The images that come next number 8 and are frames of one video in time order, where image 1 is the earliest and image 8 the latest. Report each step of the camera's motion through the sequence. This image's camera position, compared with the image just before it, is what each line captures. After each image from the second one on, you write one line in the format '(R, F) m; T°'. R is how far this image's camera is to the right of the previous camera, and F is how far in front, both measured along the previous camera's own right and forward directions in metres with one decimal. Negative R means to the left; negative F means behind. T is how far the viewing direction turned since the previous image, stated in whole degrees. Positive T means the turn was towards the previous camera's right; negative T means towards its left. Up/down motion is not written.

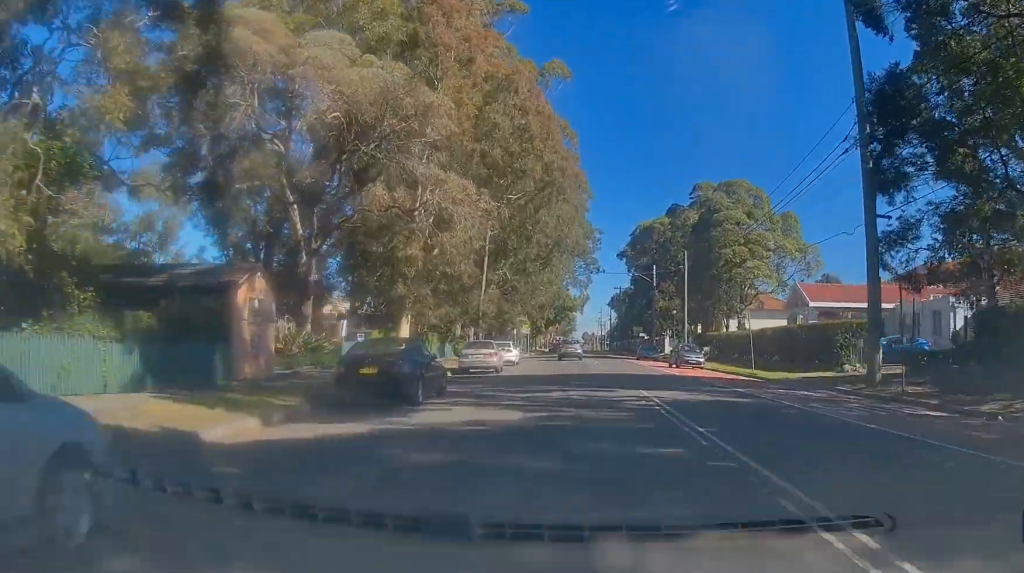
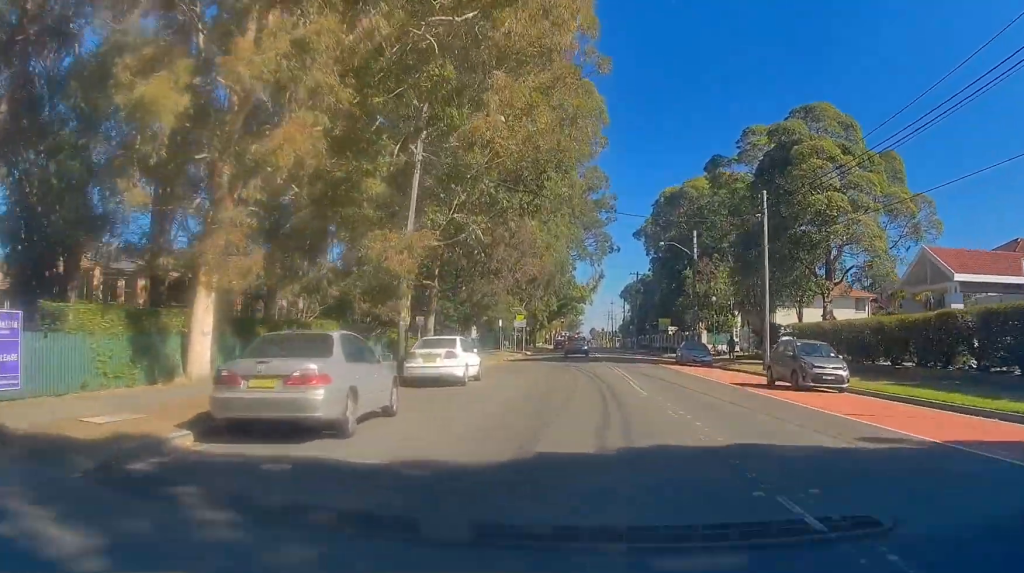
(0.0, +20.9) m; 0°
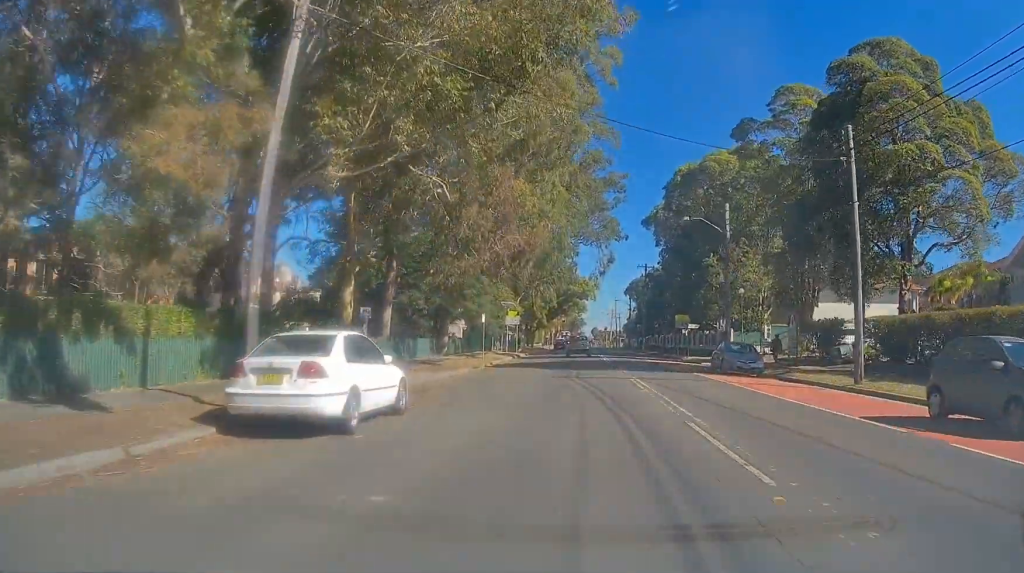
(-0.1, +10.5) m; 0°
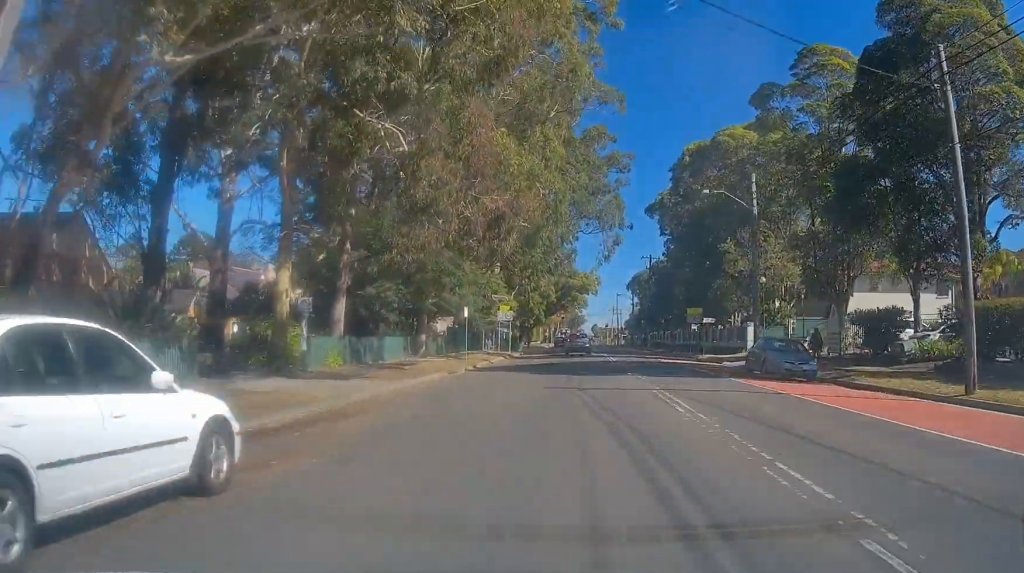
(-0.1, +6.7) m; 0°
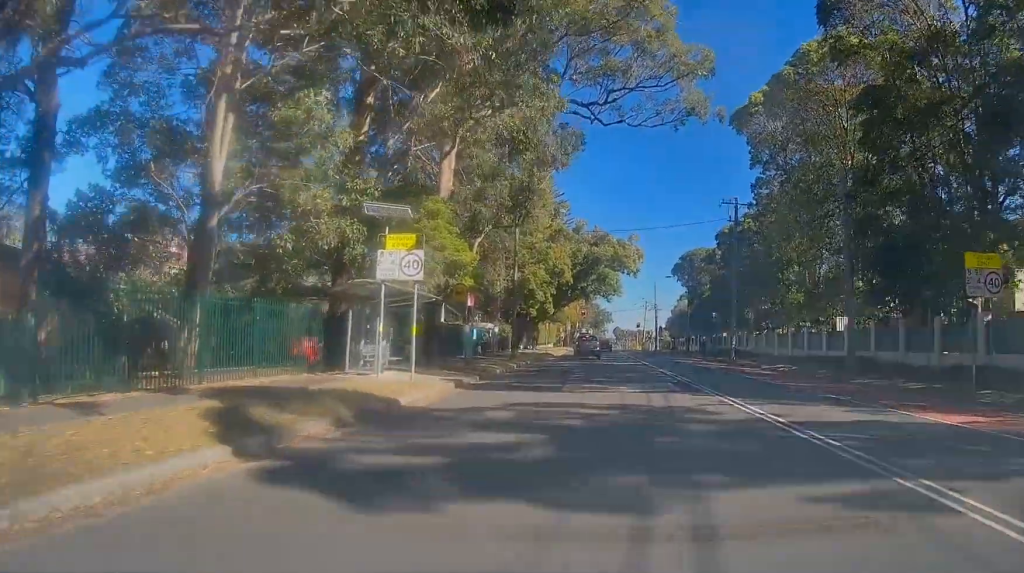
(-0.1, +38.4) m; 0°
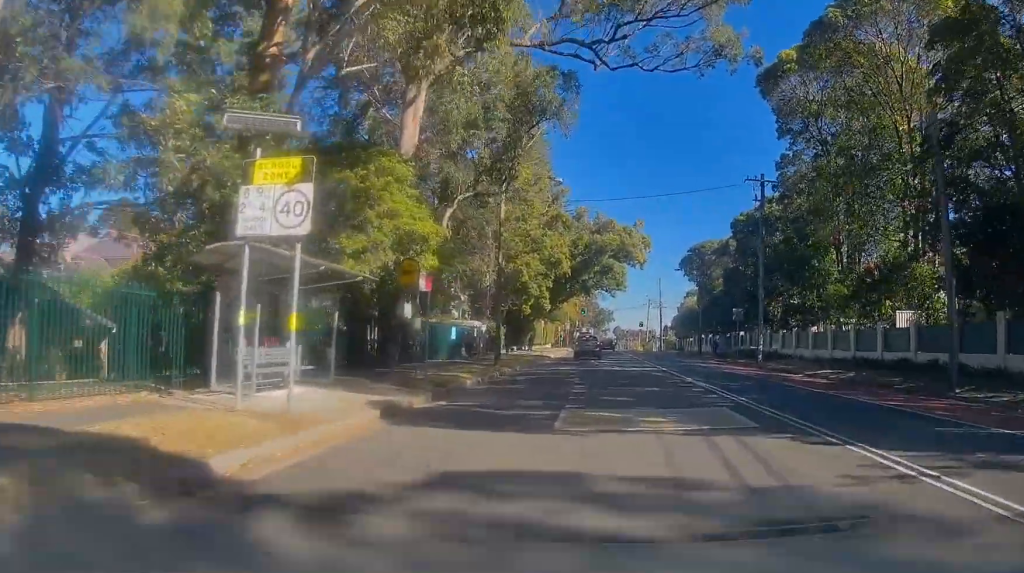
(+0.1, +7.7) m; +1°
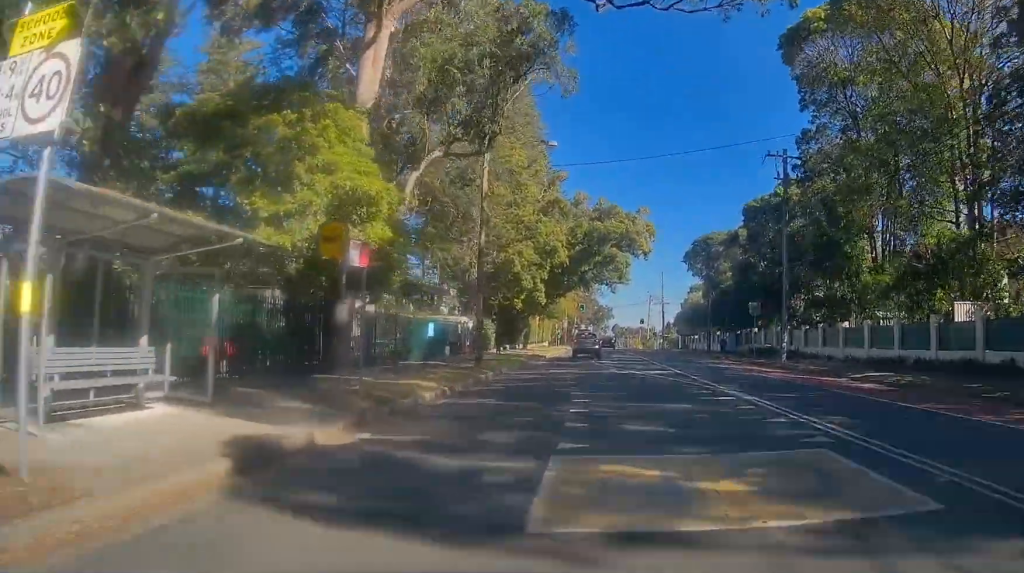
(+0.2, +5.3) m; 0°
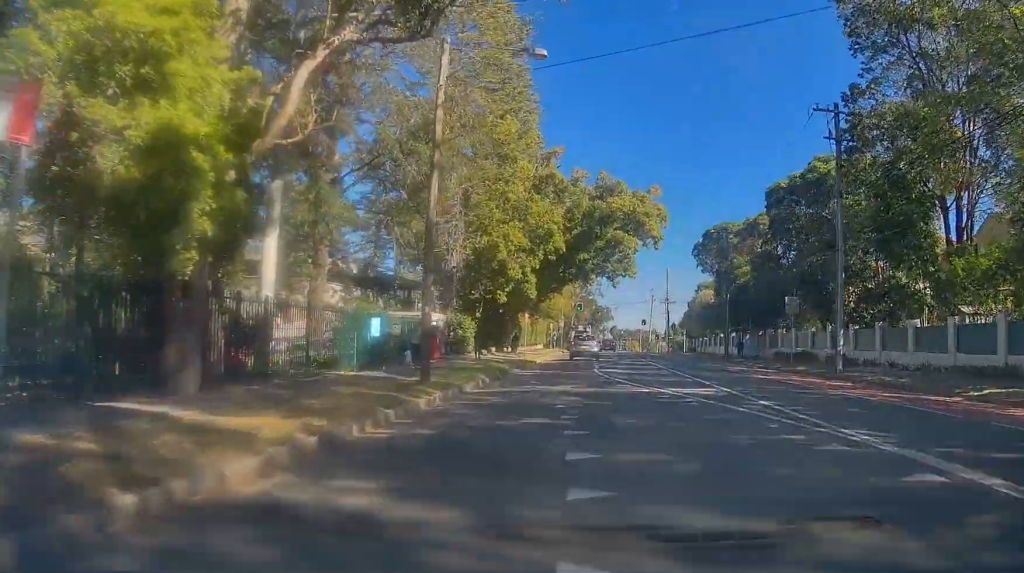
(-0.1, +8.6) m; -1°
